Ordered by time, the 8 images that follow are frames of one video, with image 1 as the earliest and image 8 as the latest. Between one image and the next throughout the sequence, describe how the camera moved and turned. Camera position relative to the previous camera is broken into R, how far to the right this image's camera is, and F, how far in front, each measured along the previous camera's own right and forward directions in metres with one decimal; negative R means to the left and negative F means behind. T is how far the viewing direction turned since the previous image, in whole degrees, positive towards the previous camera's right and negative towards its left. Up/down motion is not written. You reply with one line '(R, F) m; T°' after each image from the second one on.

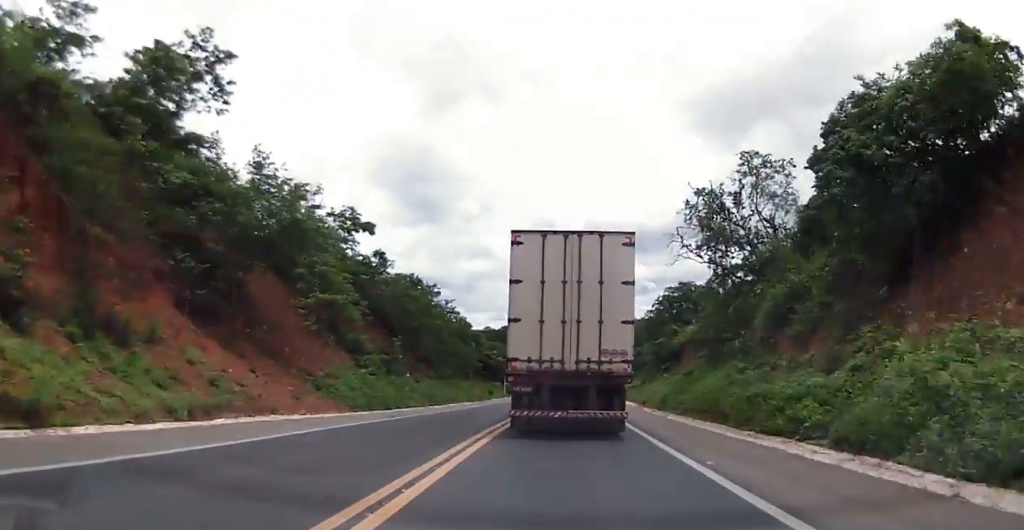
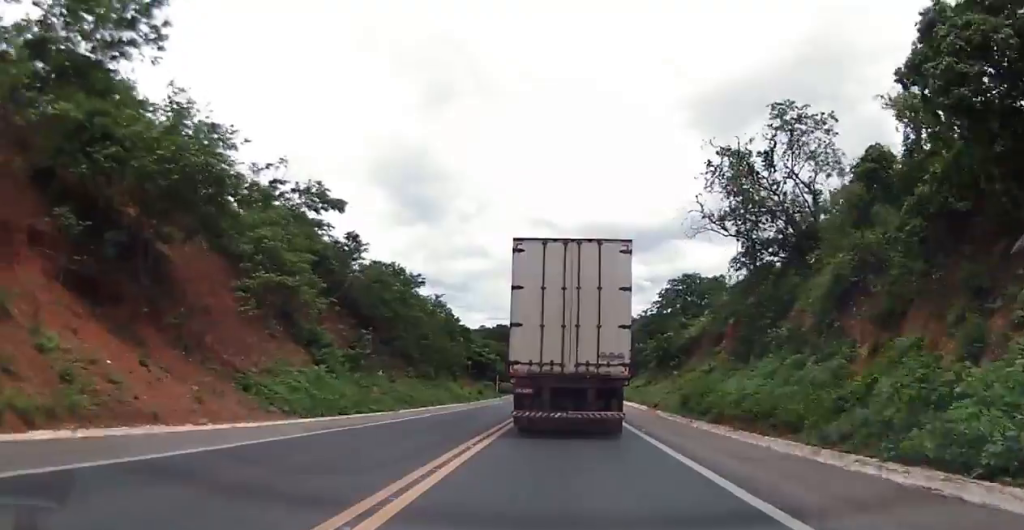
(-0.2, +6.3) m; -1°
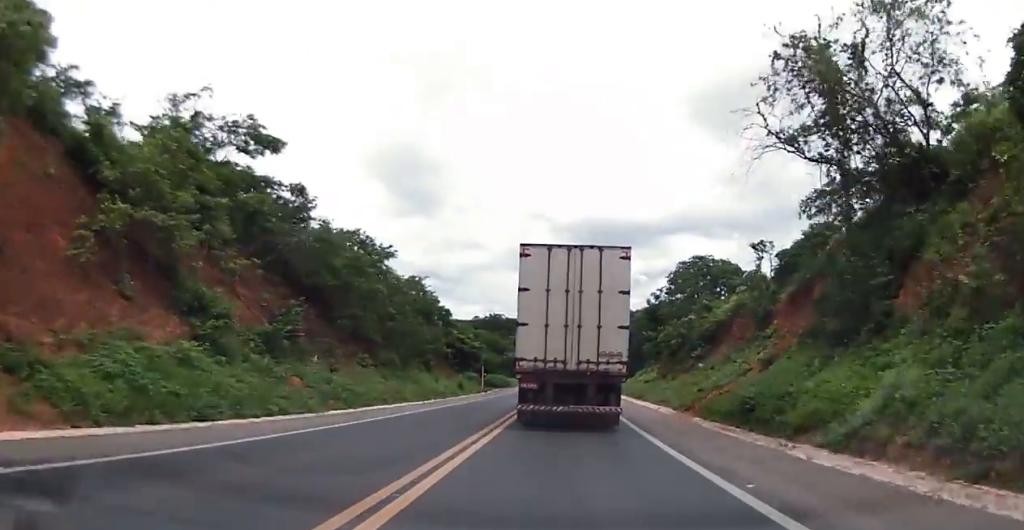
(-0.1, +10.2) m; -1°
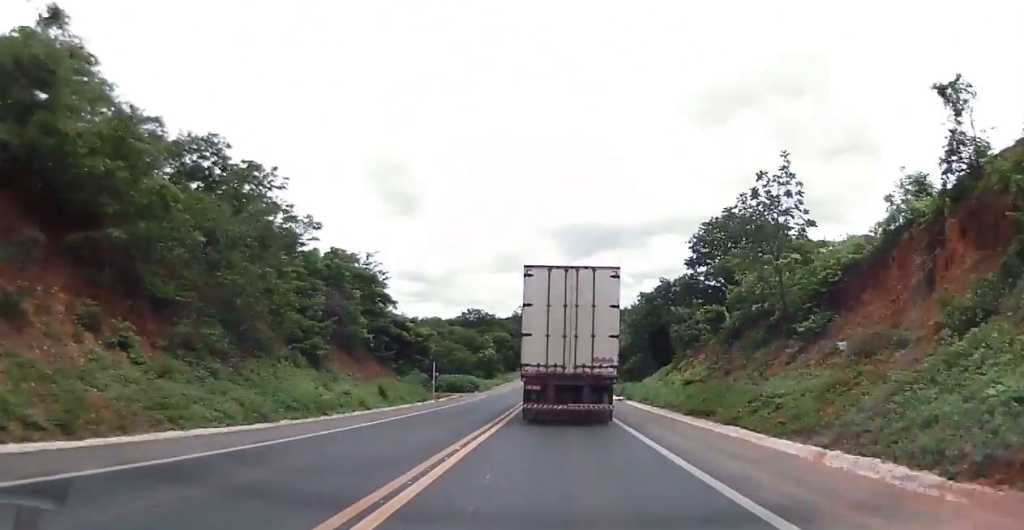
(+0.4, +21.5) m; +2°
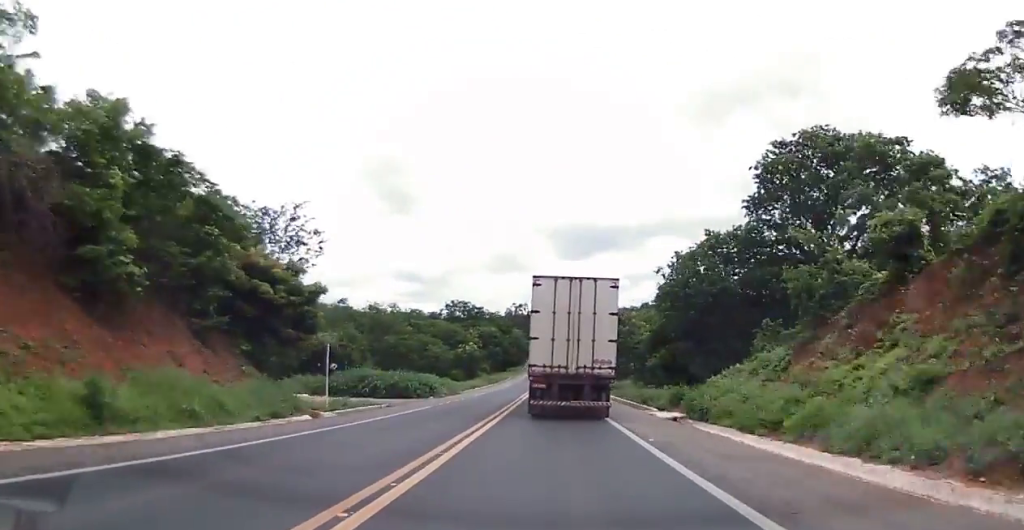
(+0.2, +21.8) m; 0°
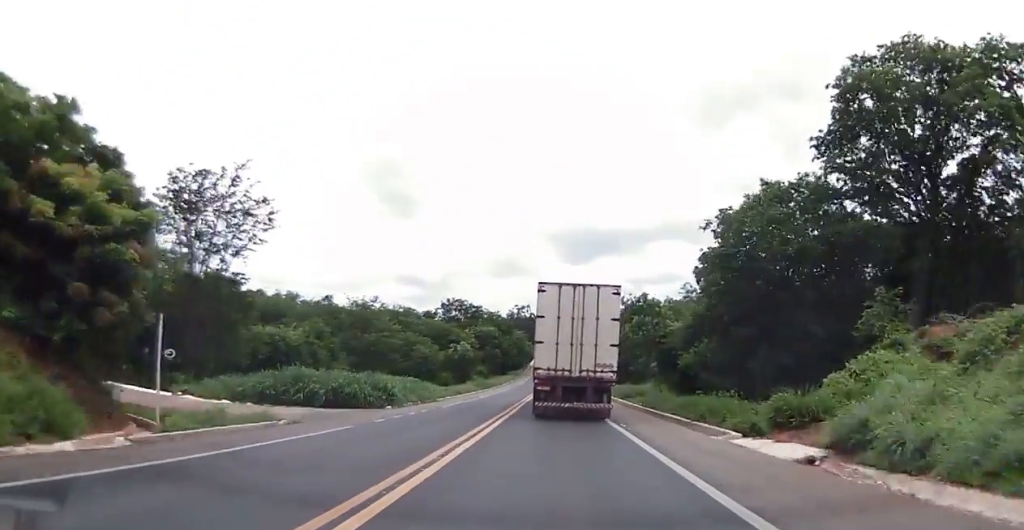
(0.0, +11.9) m; +1°
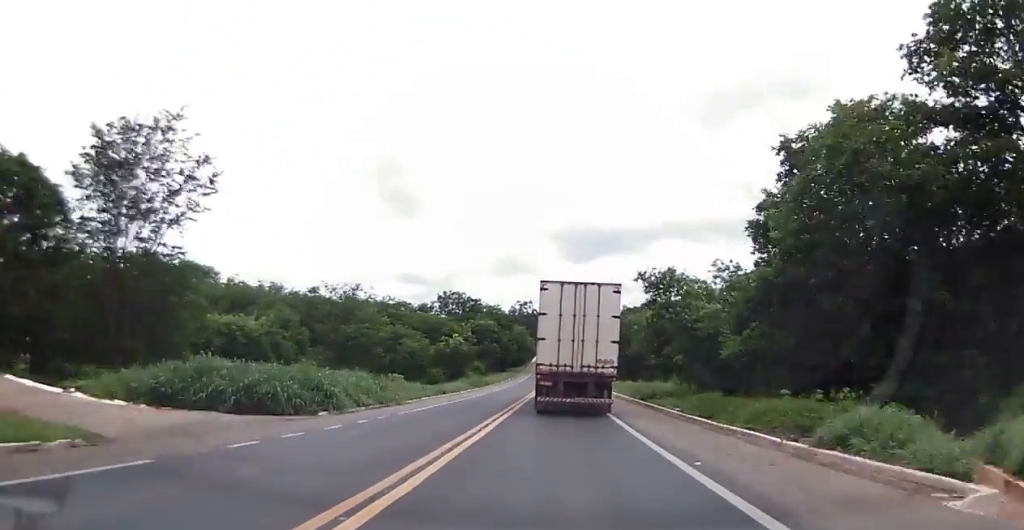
(+0.1, +9.4) m; 0°
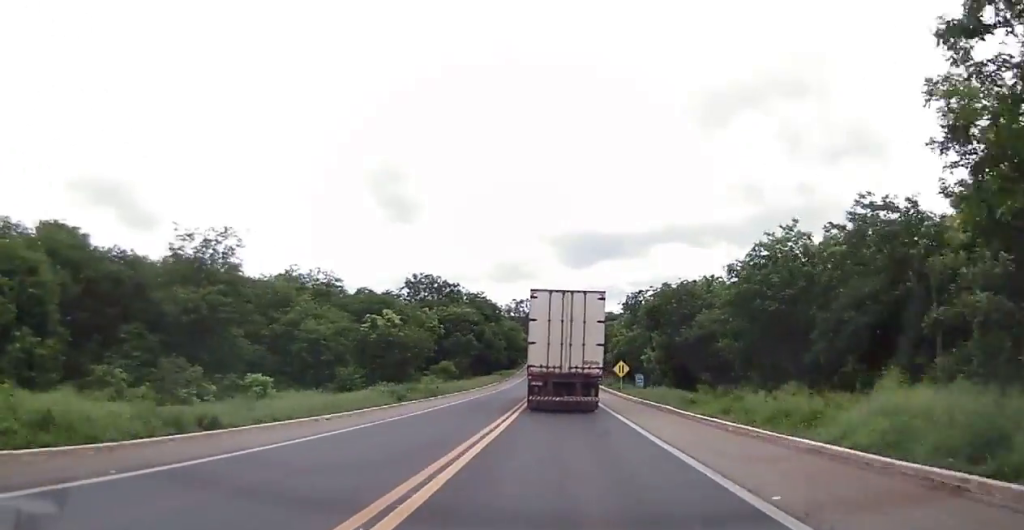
(-0.2, +32.9) m; -1°
